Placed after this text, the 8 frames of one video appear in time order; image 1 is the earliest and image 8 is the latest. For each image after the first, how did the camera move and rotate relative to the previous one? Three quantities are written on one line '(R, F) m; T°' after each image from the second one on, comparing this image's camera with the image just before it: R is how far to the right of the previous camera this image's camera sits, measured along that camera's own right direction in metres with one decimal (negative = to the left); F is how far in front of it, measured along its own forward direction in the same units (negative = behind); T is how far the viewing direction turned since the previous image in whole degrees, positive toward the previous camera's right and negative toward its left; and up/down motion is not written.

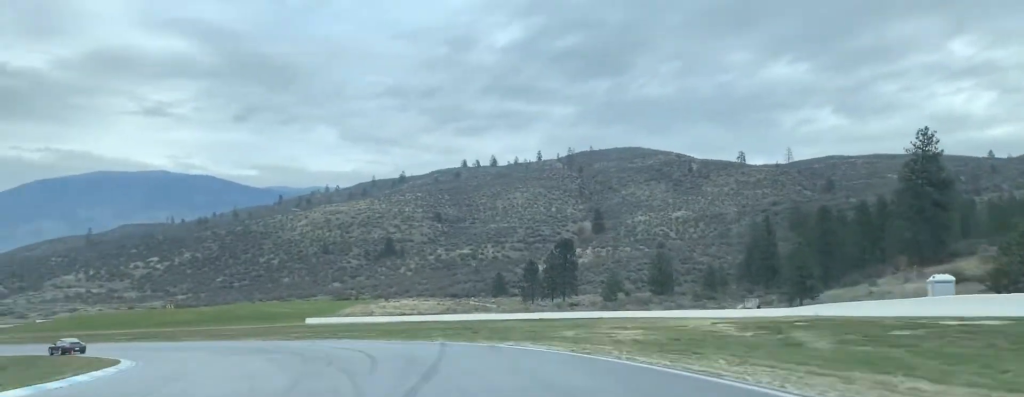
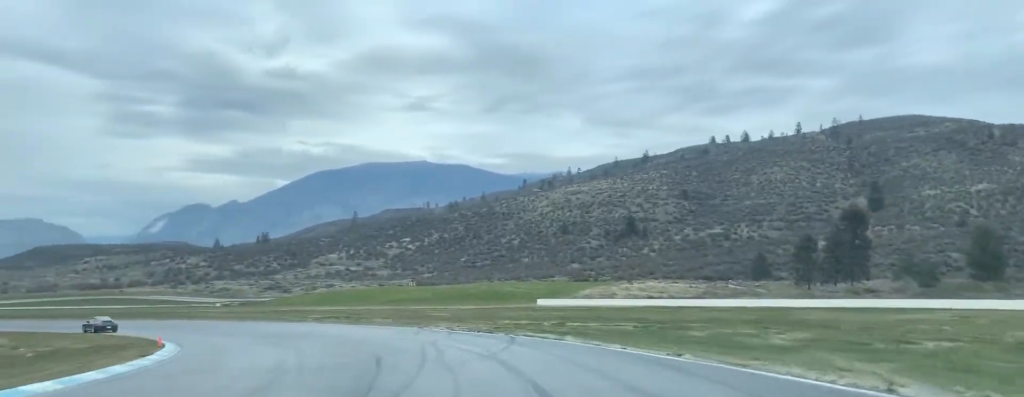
(-4.4, +27.1) m; -16°
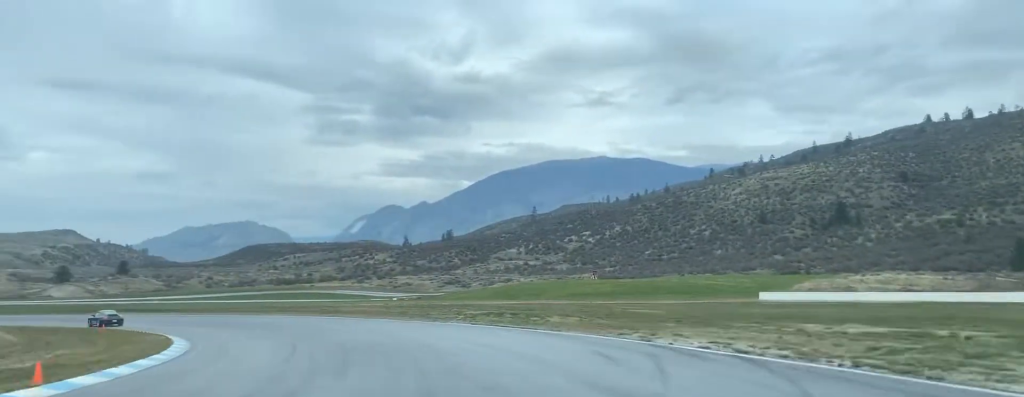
(-2.4, +23.3) m; -12°
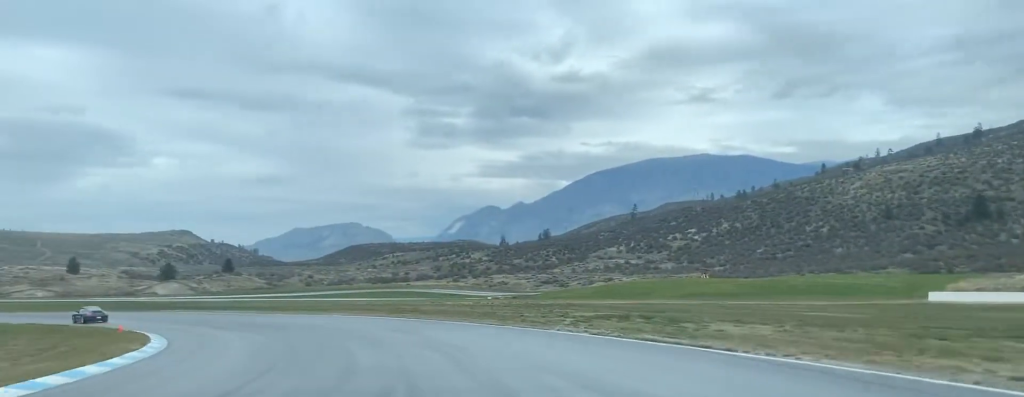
(-1.1, +14.5) m; -8°
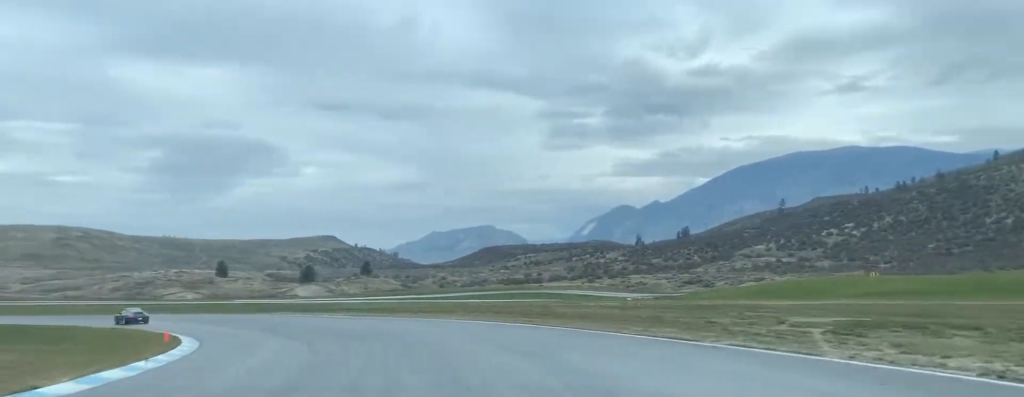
(-0.1, +13.6) m; -8°
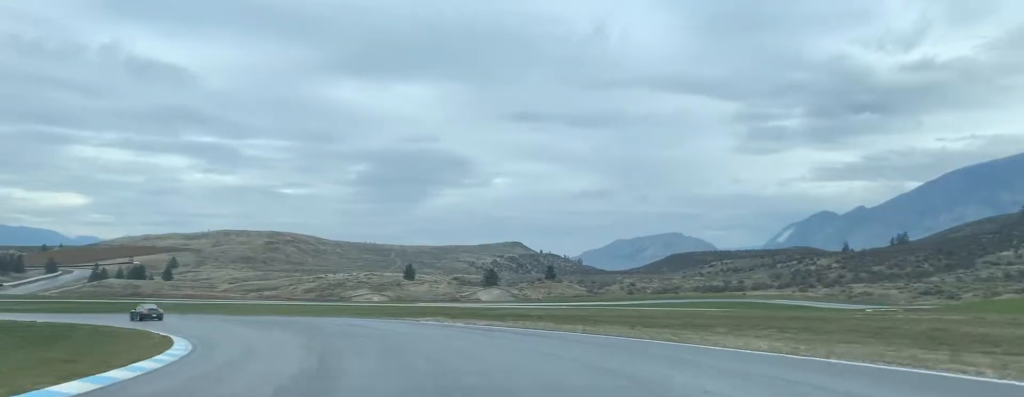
(-3.7, +25.3) m; -14°
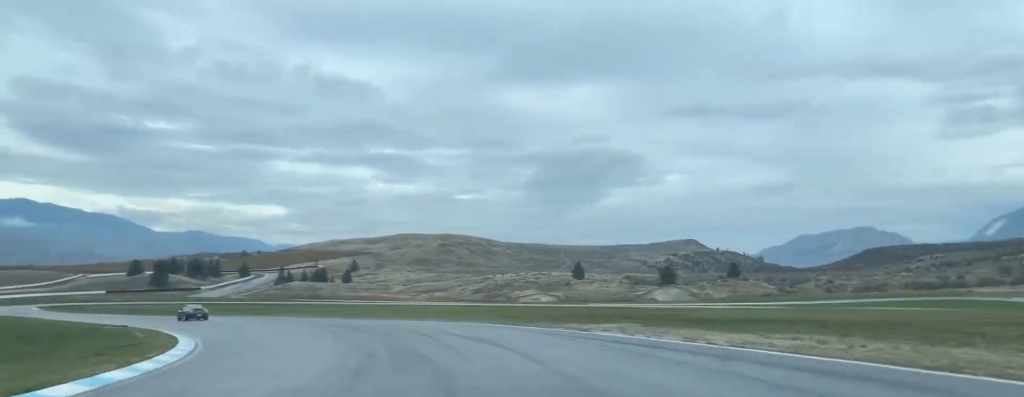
(-1.8, +20.4) m; -11°
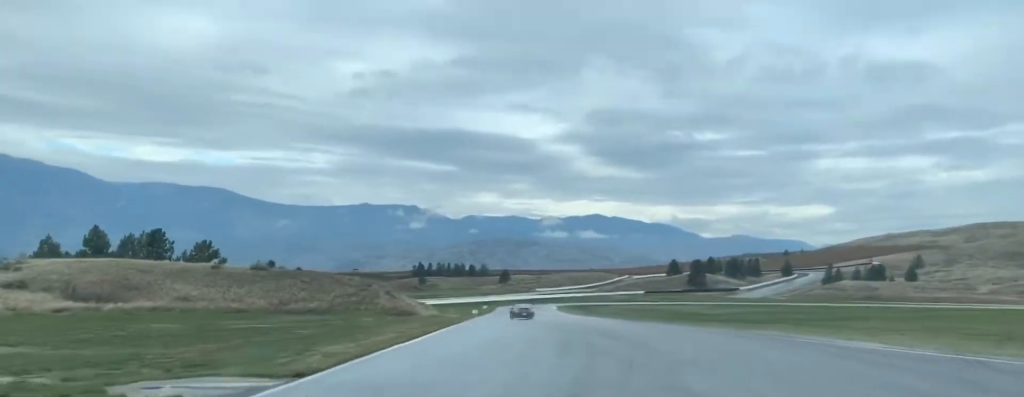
(-13.4, +49.0) m; -26°
